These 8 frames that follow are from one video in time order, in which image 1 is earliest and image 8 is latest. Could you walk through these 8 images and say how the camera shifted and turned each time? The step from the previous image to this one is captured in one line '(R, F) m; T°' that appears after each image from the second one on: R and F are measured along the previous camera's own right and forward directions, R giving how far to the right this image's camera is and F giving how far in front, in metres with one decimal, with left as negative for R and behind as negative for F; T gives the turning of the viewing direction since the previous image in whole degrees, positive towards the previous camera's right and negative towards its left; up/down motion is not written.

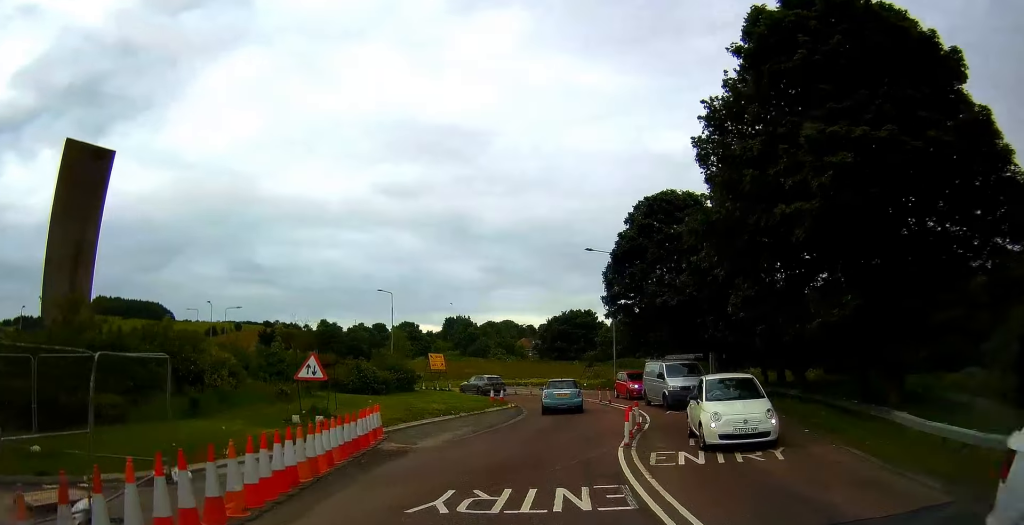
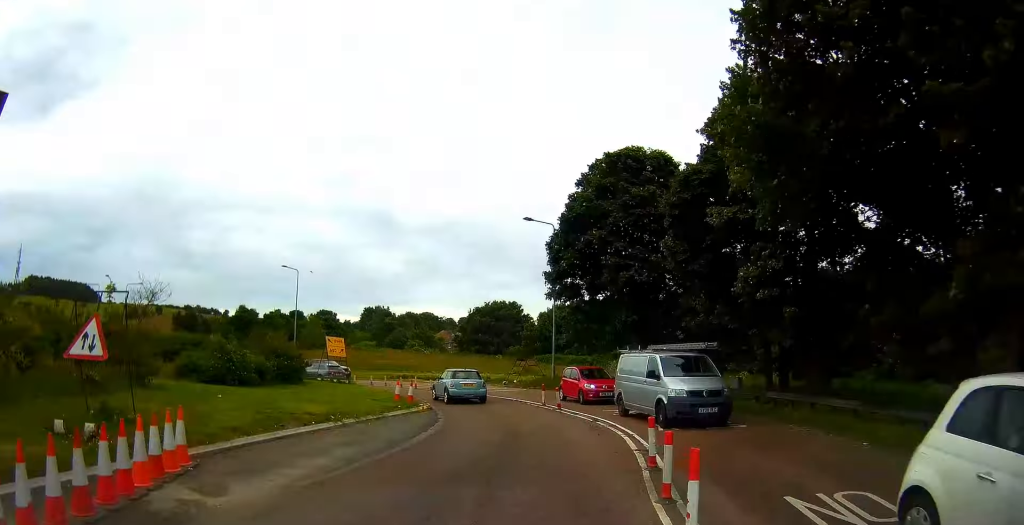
(+0.4, +7.2) m; +8°
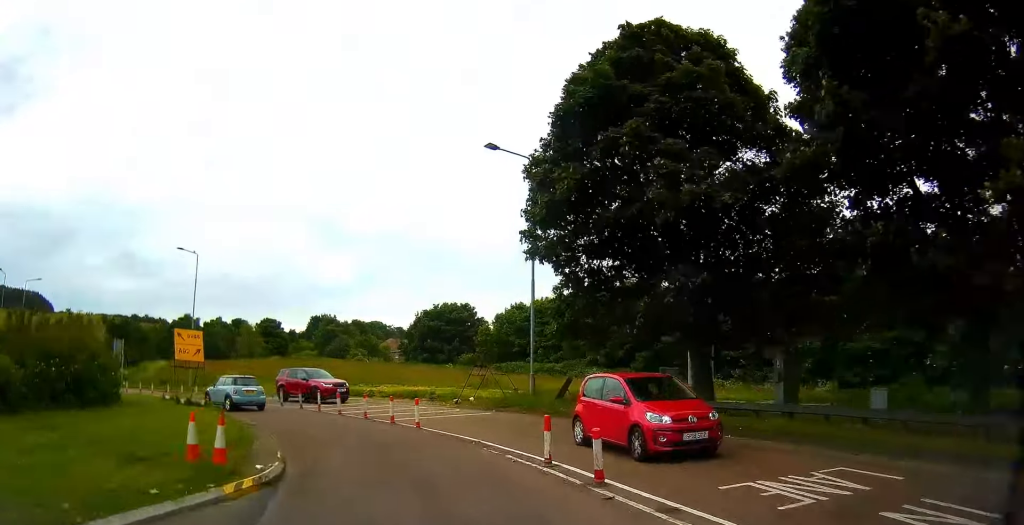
(+1.5, +12.4) m; +11°
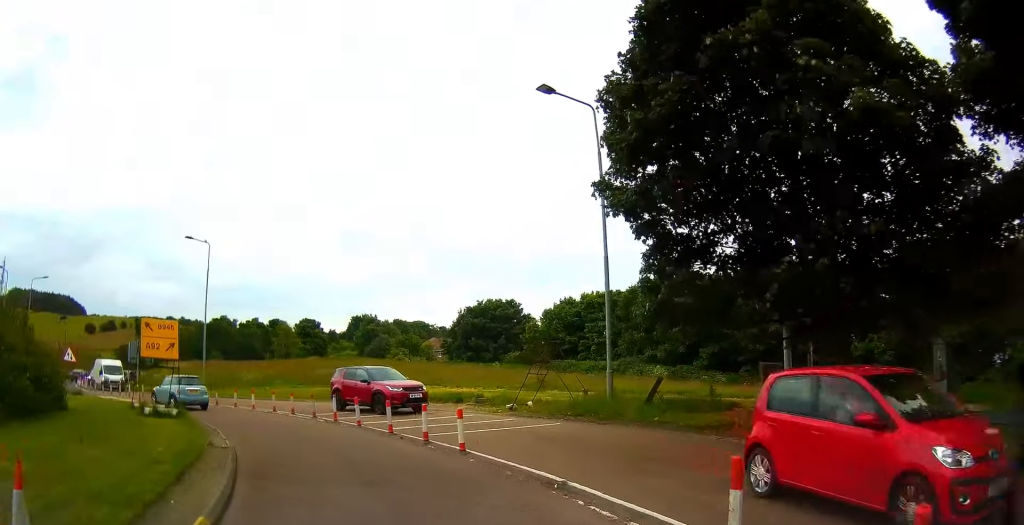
(+0.2, +5.6) m; 0°
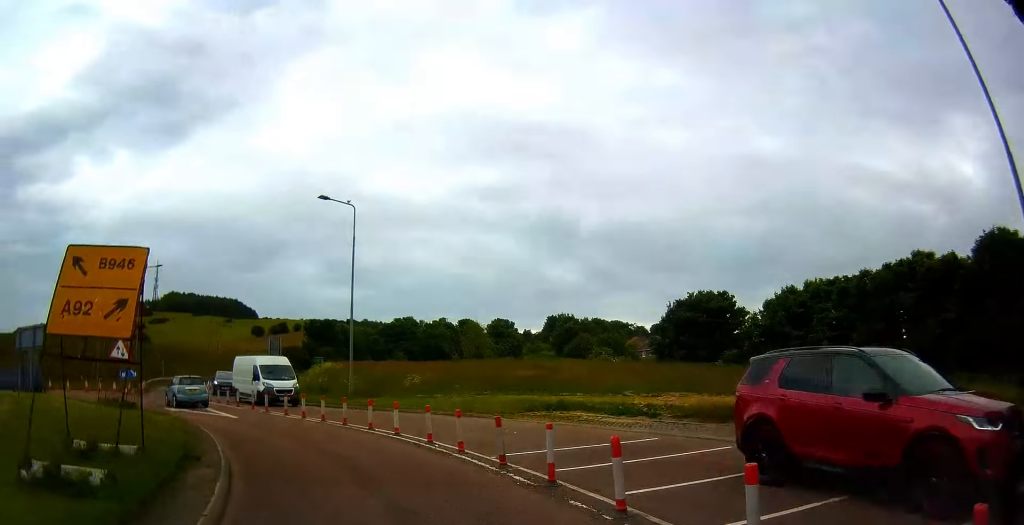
(-0.2, +11.6) m; -8°
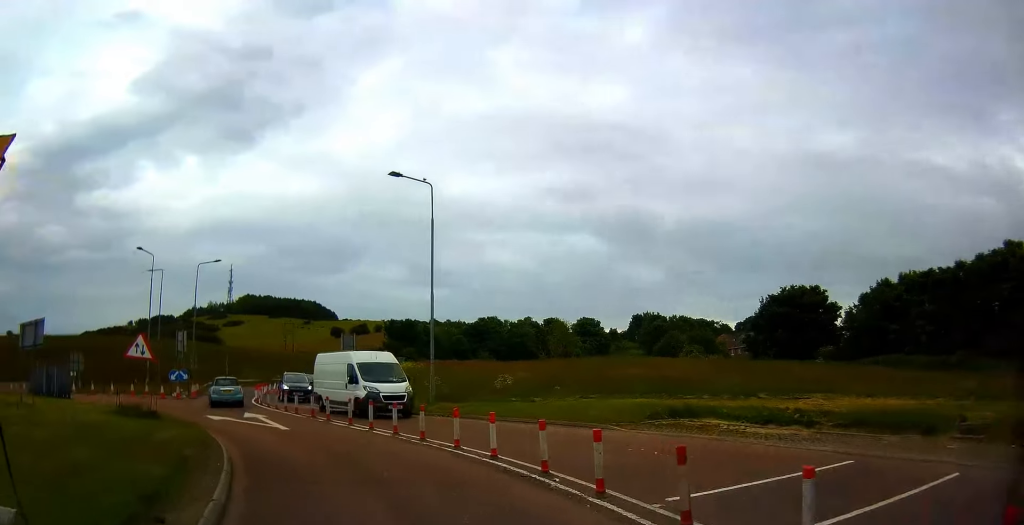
(-0.5, +4.6) m; -8°
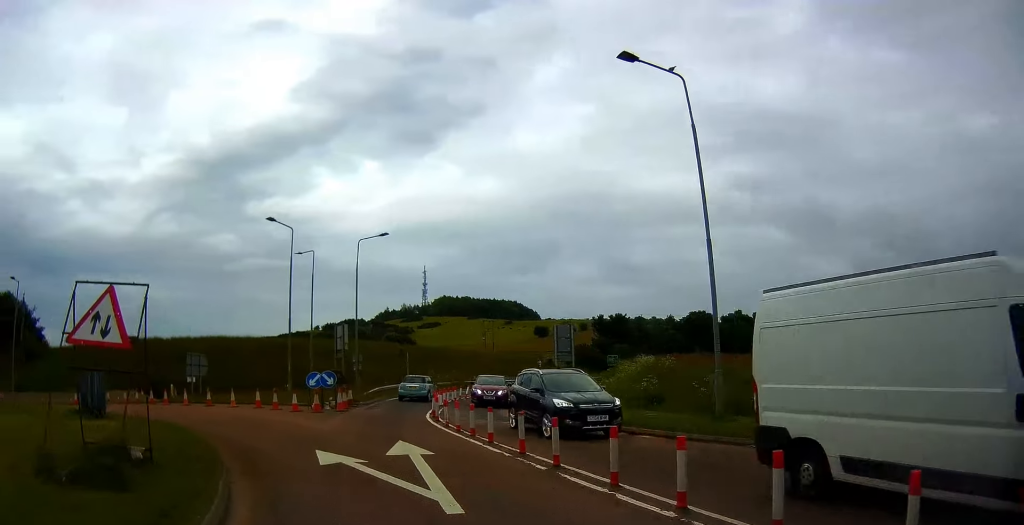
(-1.7, +10.4) m; -16°
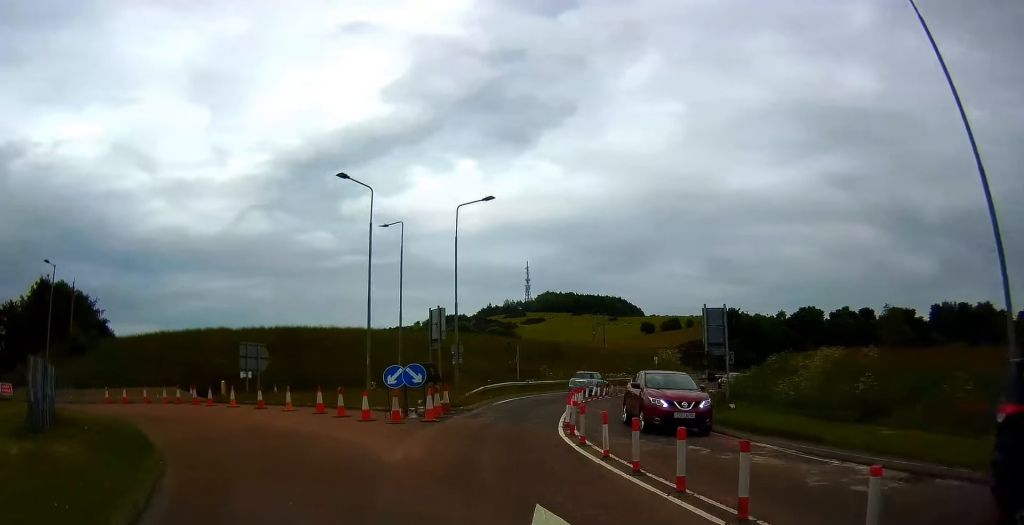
(-0.2, +6.9) m; -18°
